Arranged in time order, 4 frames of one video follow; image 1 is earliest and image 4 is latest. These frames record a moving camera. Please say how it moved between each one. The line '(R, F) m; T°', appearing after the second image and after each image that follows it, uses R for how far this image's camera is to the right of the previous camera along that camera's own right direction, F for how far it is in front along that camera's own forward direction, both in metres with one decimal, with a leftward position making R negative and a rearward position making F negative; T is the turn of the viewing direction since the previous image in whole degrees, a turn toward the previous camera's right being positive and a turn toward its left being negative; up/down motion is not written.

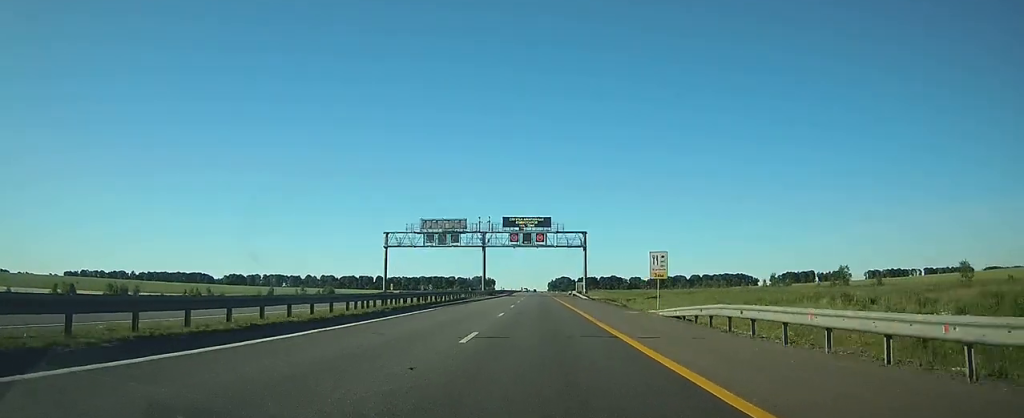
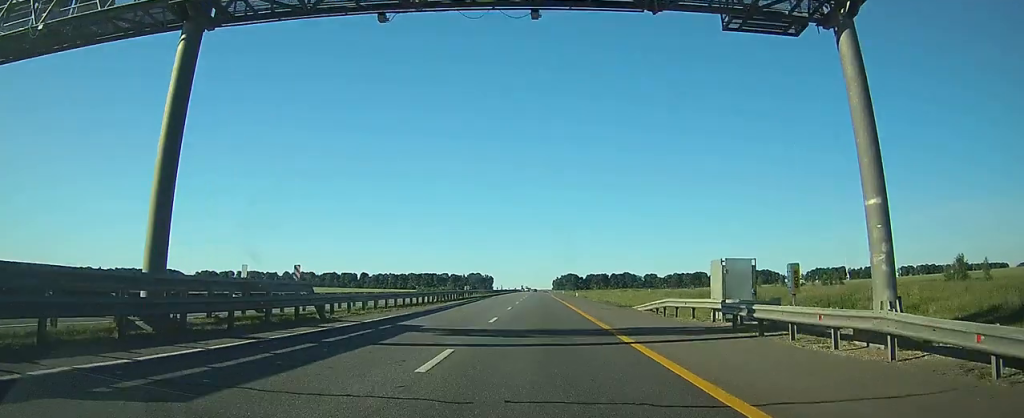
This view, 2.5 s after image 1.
(-0.1, +76.5) m; 0°
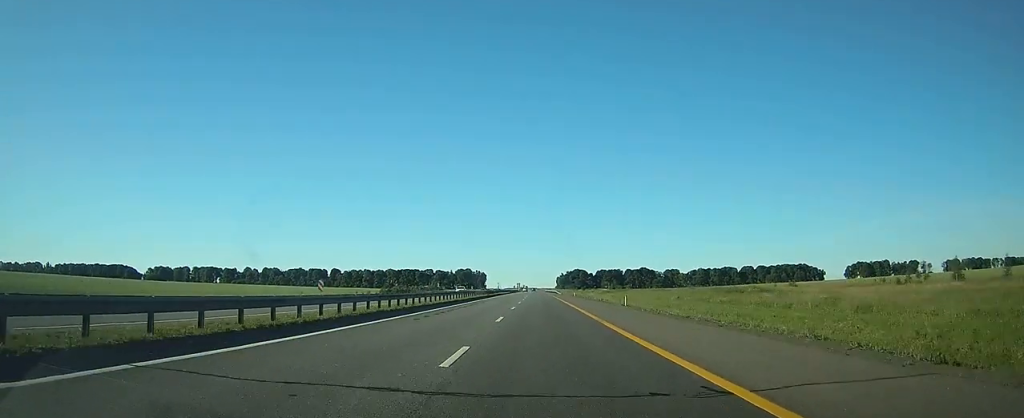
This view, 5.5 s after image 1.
(-0.5, +95.3) m; -1°
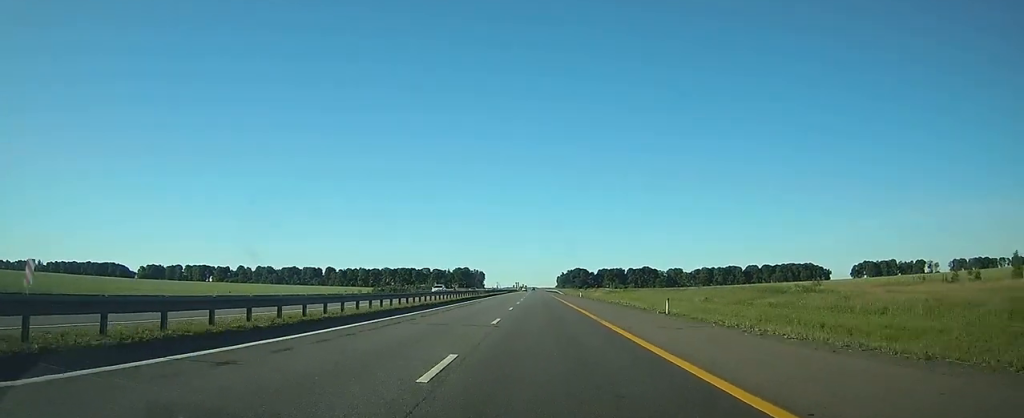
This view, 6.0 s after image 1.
(0.0, +13.5) m; 0°
